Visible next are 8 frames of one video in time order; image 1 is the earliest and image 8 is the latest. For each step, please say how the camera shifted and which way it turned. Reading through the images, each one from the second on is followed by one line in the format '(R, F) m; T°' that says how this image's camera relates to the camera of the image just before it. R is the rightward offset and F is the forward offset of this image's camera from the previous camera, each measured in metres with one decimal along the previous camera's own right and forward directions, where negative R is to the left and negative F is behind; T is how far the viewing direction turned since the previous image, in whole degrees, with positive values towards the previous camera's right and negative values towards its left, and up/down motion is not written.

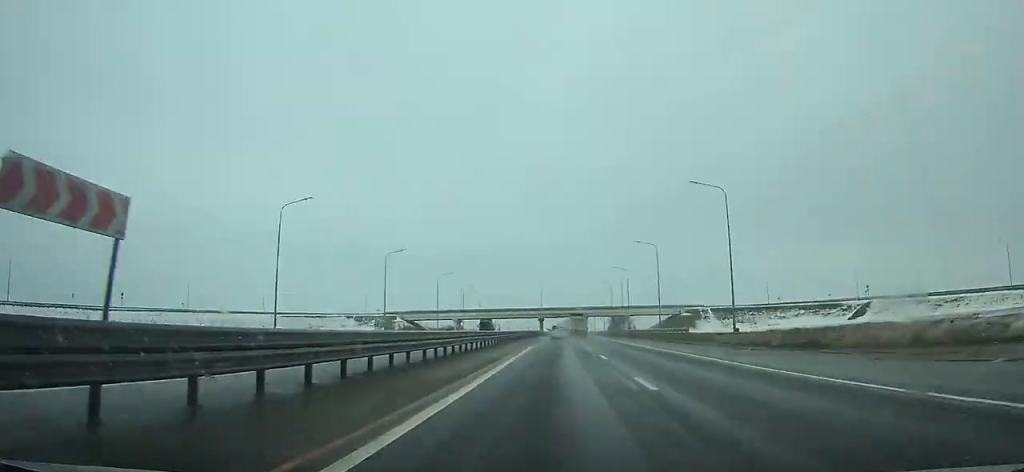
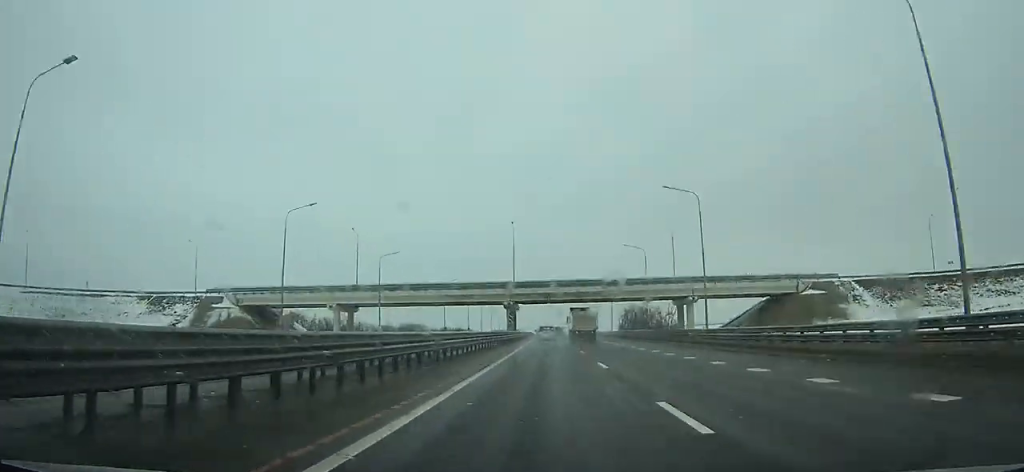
(+0.4, +89.2) m; 0°
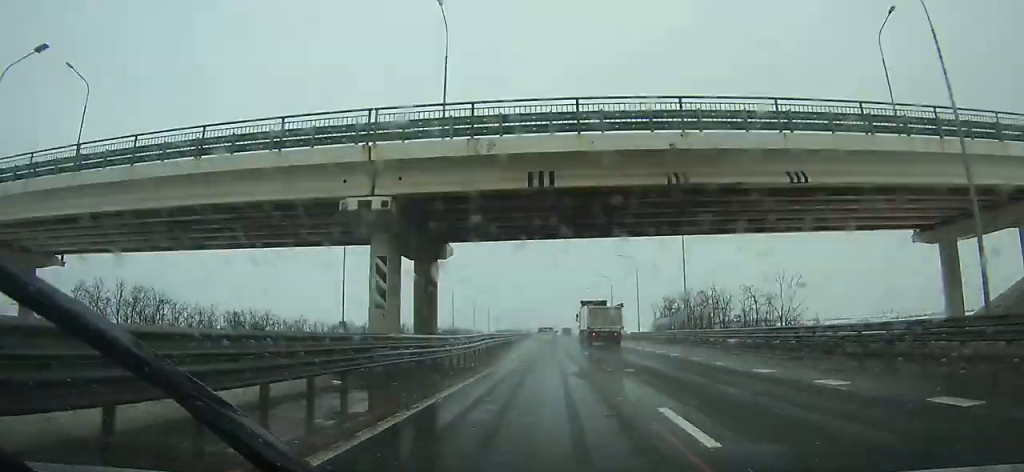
(-0.1, +59.6) m; 0°
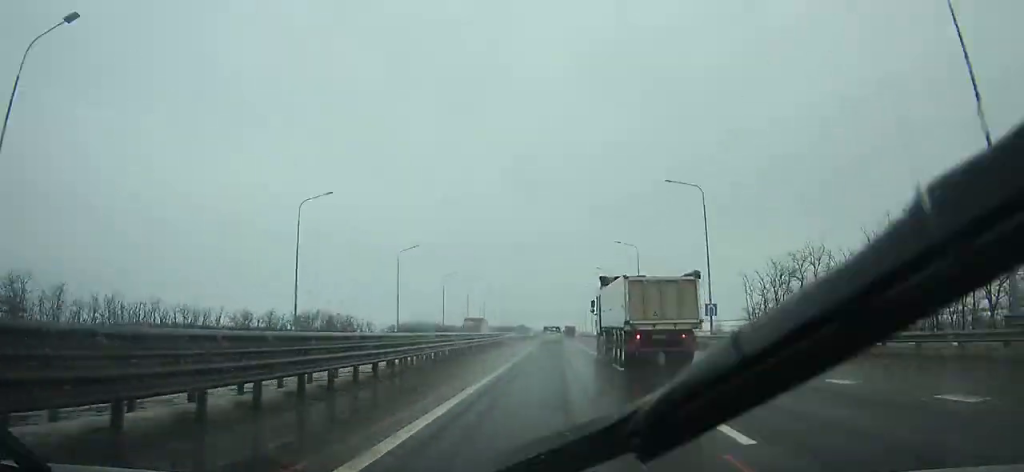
(-0.2, +71.3) m; 0°
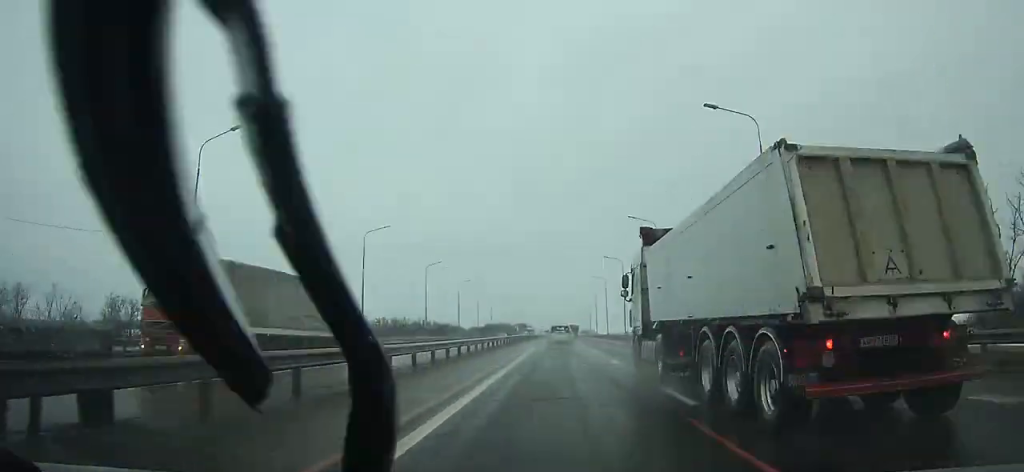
(-0.1, +44.6) m; 0°
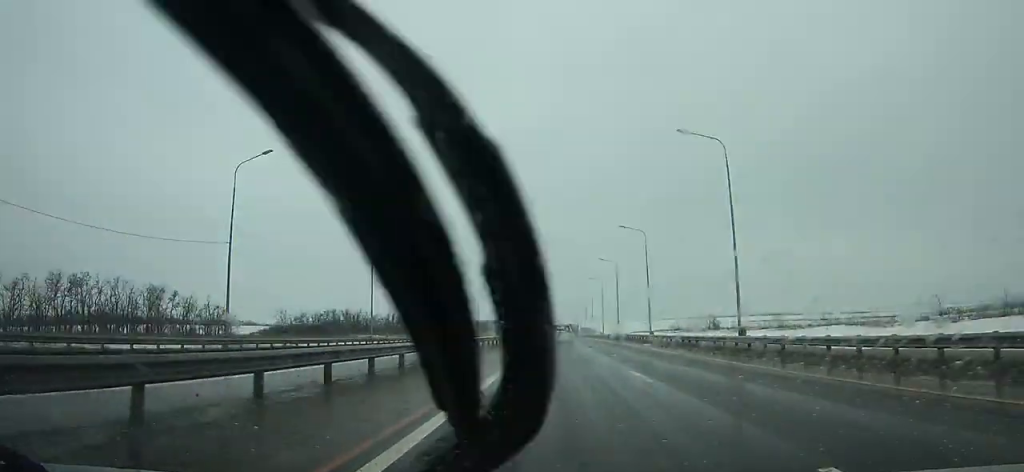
(+0.1, +56.4) m; 0°
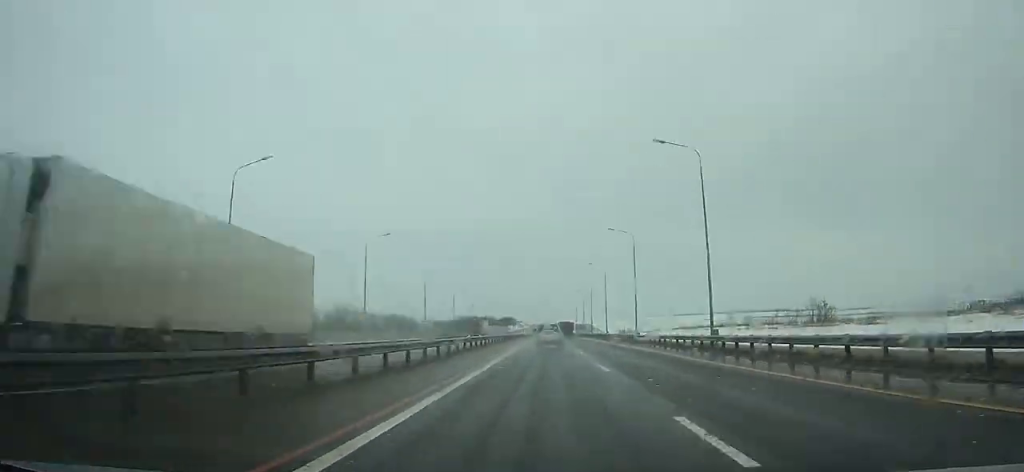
(+0.2, +56.3) m; 0°
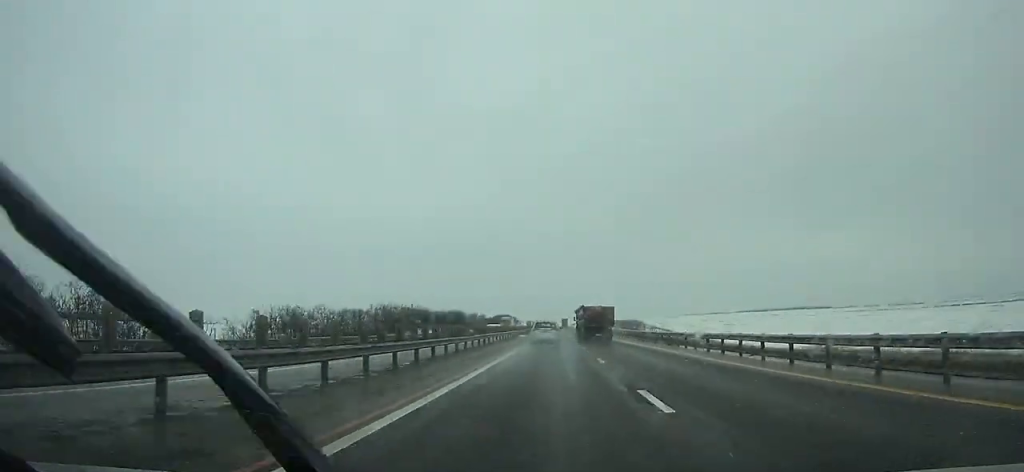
(-0.8, +256.4) m; 0°
